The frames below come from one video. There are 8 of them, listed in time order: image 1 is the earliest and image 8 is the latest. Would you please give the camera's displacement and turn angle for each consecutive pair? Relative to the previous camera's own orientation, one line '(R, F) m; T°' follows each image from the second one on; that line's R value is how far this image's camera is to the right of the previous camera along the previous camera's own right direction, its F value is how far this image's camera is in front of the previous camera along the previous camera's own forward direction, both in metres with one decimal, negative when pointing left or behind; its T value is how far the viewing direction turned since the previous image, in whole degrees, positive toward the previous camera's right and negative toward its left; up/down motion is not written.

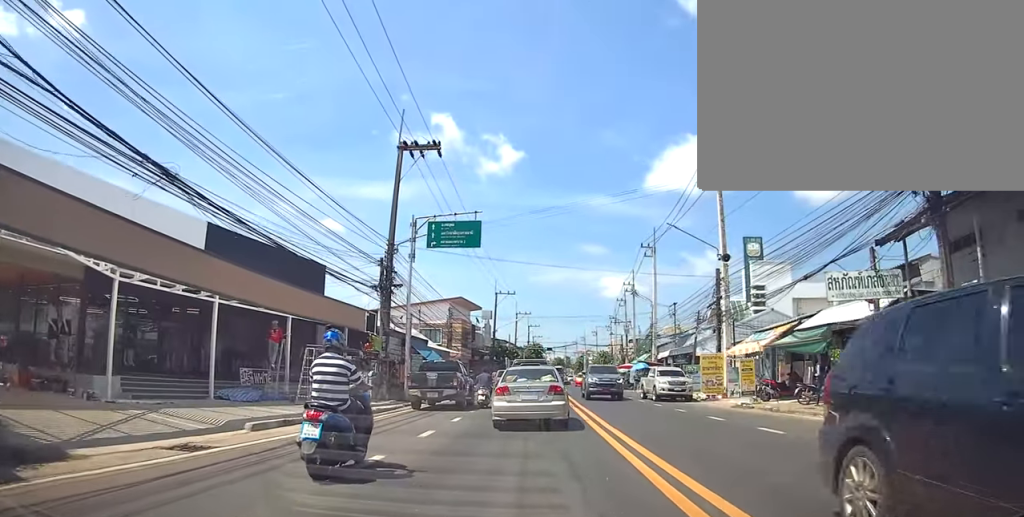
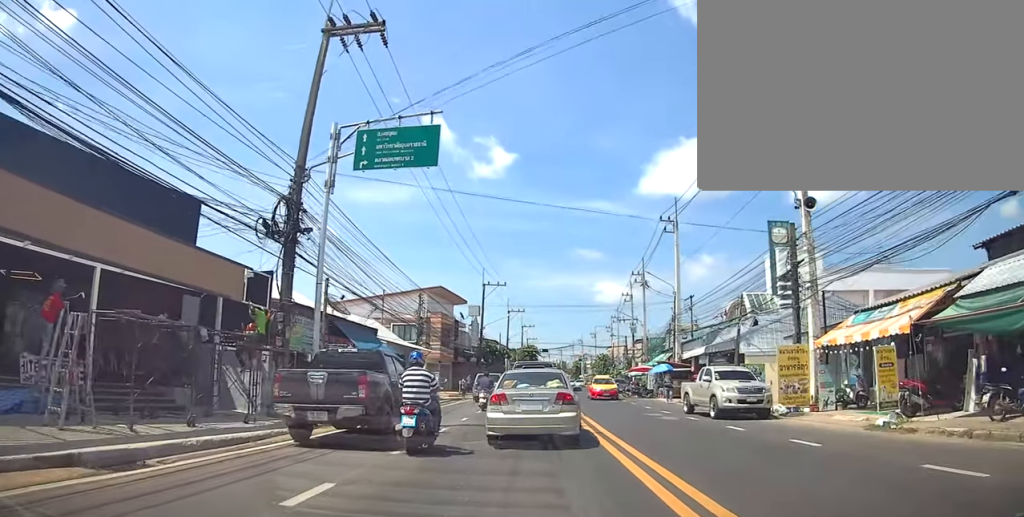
(-0.7, +11.8) m; +2°
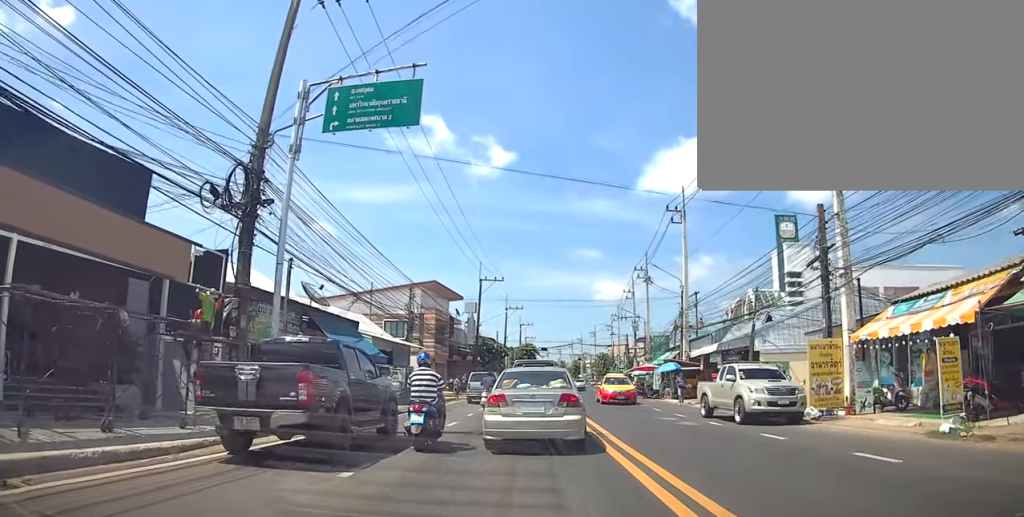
(+0.1, +2.8) m; +3°
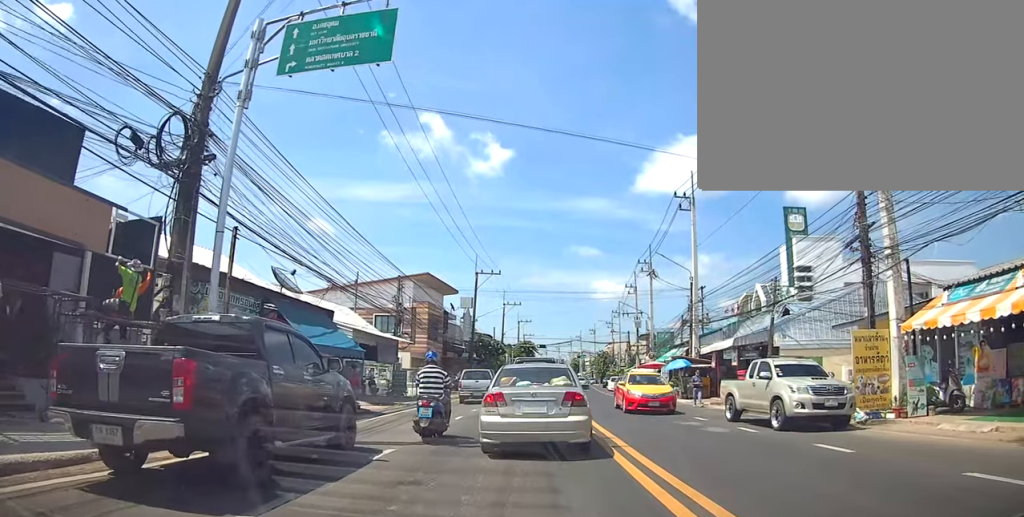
(0.0, +3.1) m; 0°
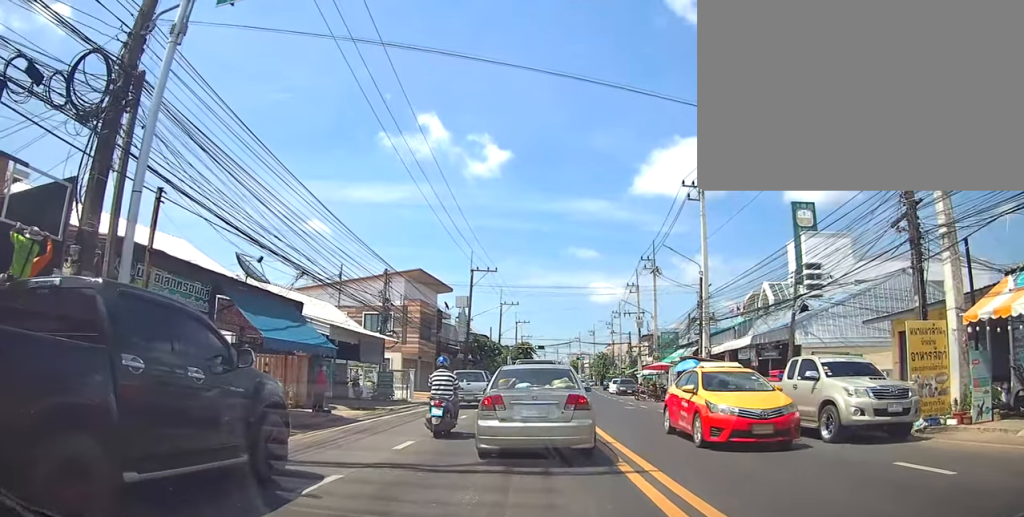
(0.0, +3.2) m; 0°
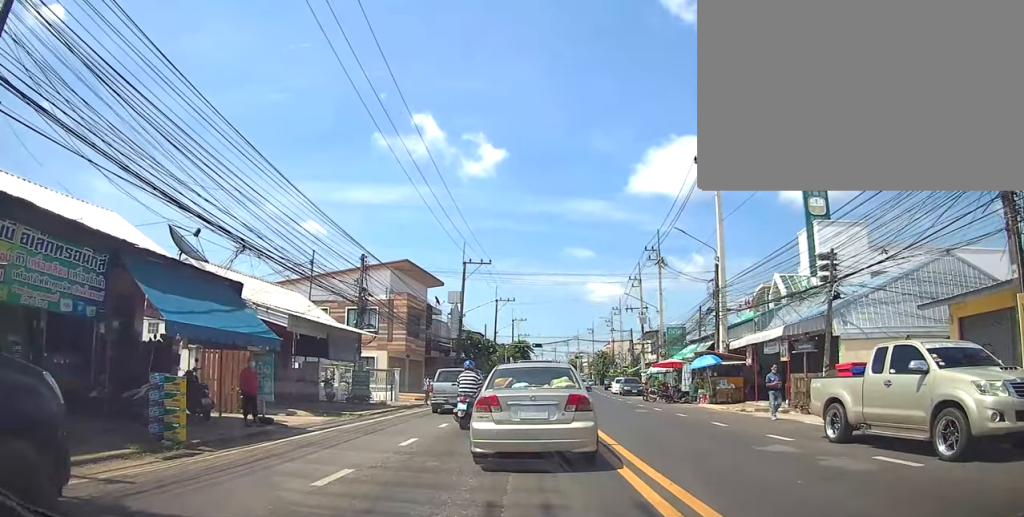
(0.0, +4.3) m; 0°
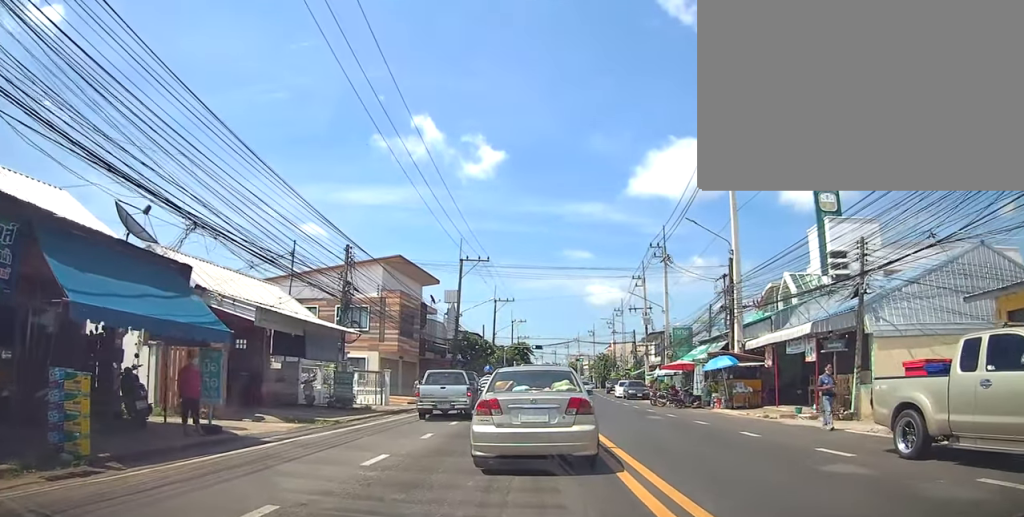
(0.0, +2.4) m; 0°
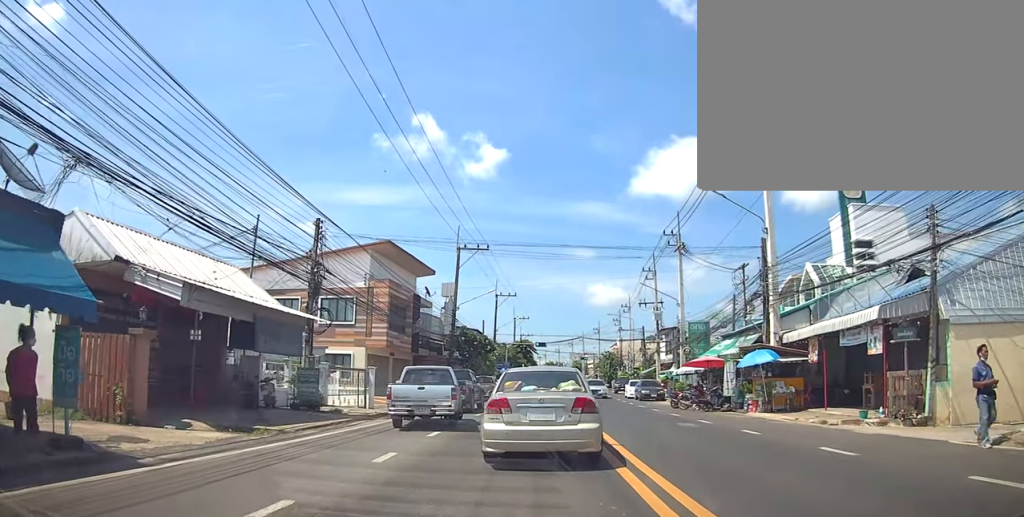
(0.0, +4.1) m; 0°
